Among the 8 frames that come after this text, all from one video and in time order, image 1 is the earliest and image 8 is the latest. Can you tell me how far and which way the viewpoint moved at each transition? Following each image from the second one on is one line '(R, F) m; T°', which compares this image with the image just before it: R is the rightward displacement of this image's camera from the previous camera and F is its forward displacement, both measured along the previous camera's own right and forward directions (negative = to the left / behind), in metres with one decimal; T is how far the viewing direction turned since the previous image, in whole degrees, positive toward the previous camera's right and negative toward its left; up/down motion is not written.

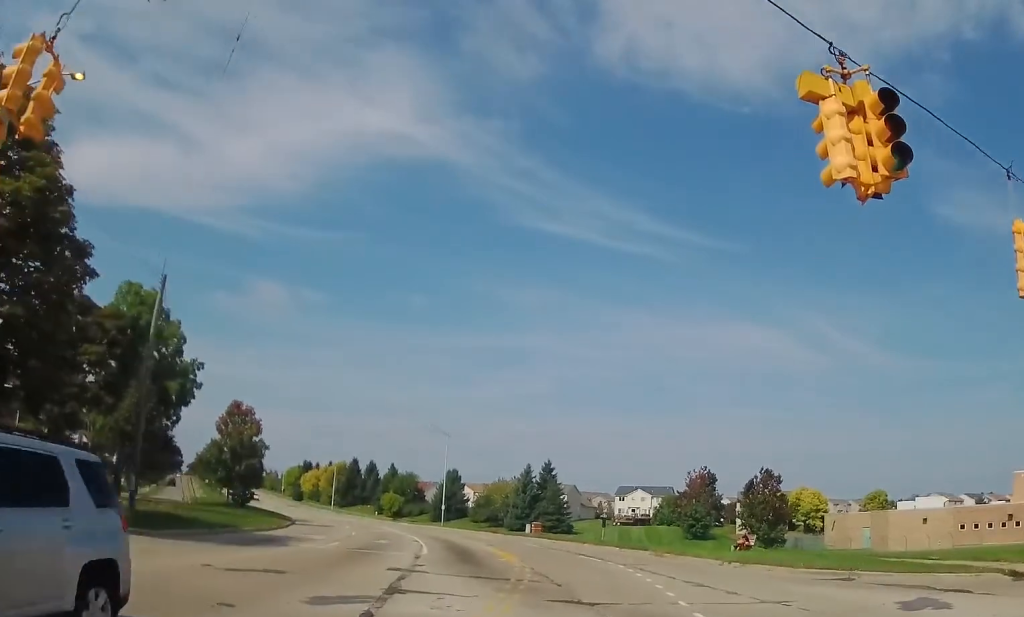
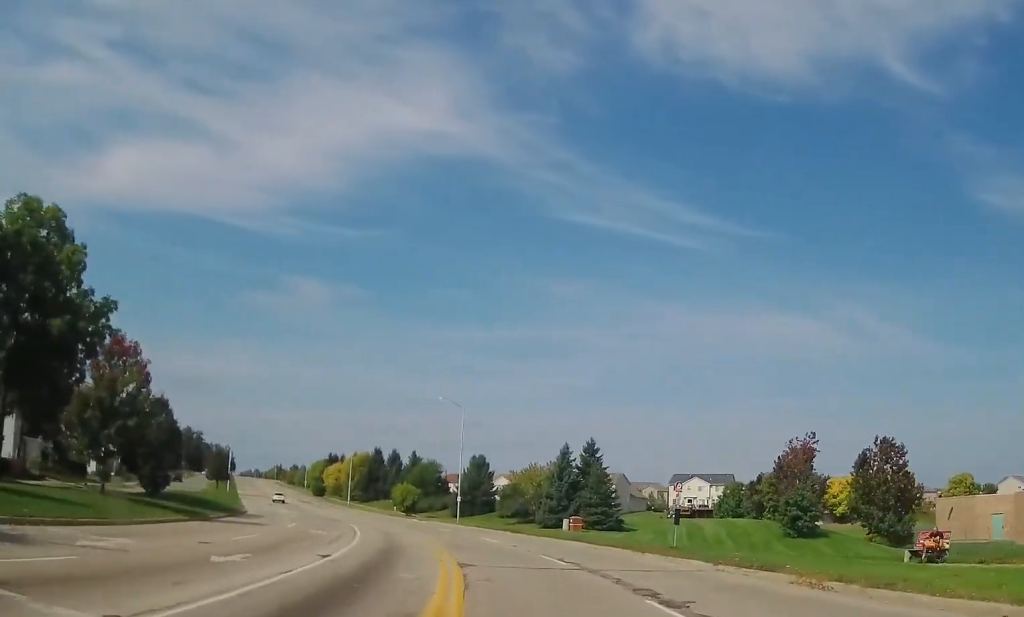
(-0.4, +17.8) m; -5°
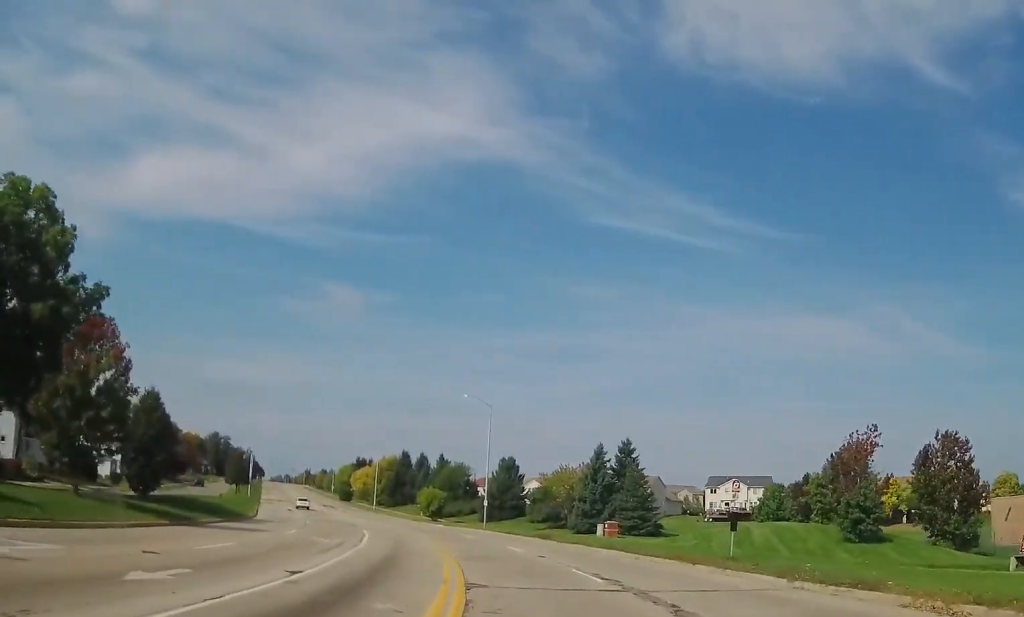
(-0.1, +4.5) m; -1°
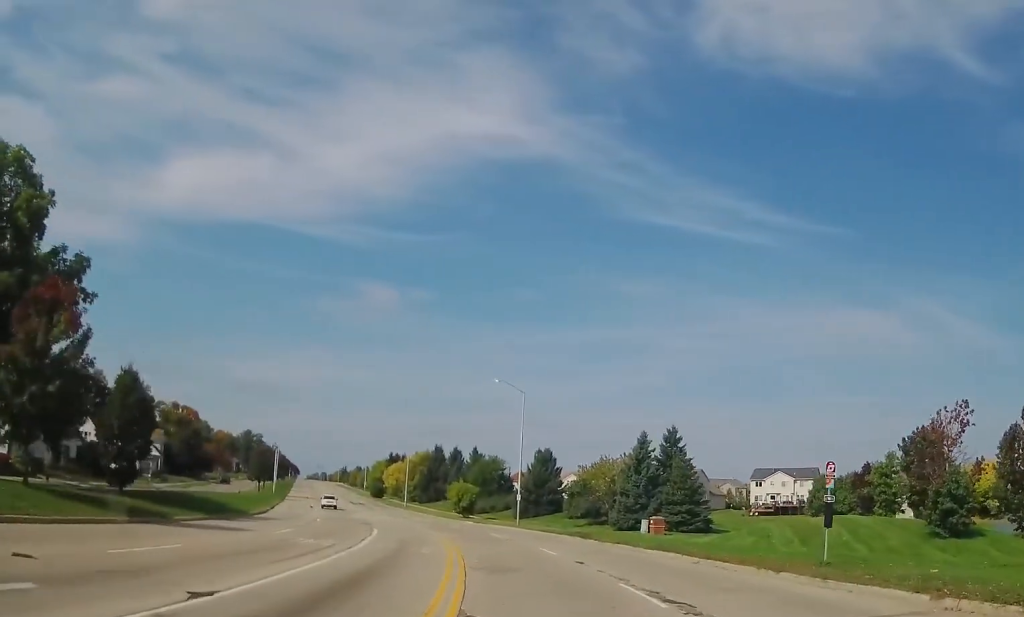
(-0.1, +5.6) m; -2°
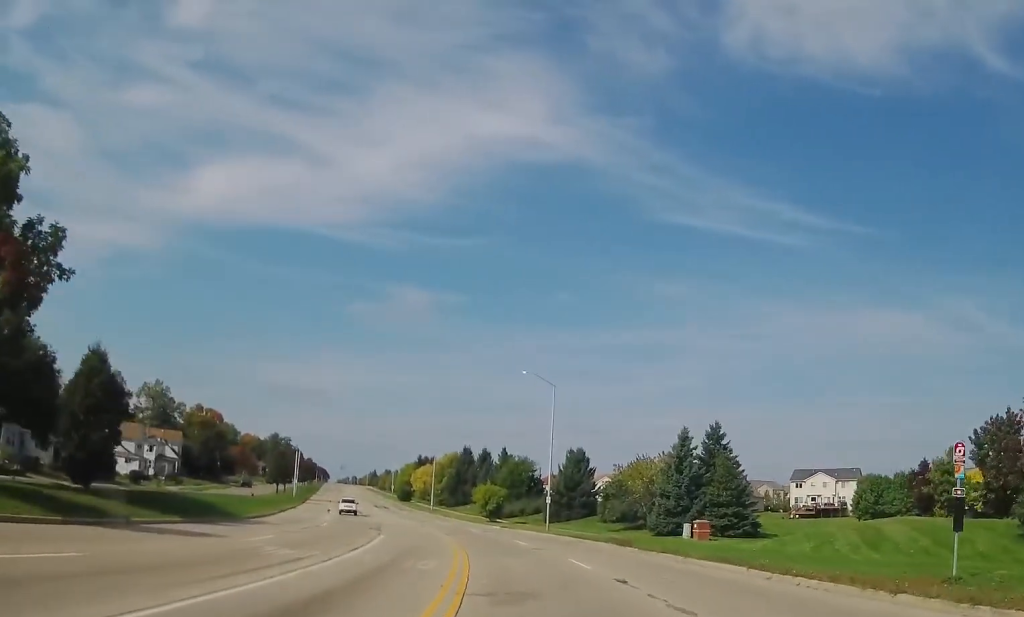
(-0.1, +5.4) m; -1°
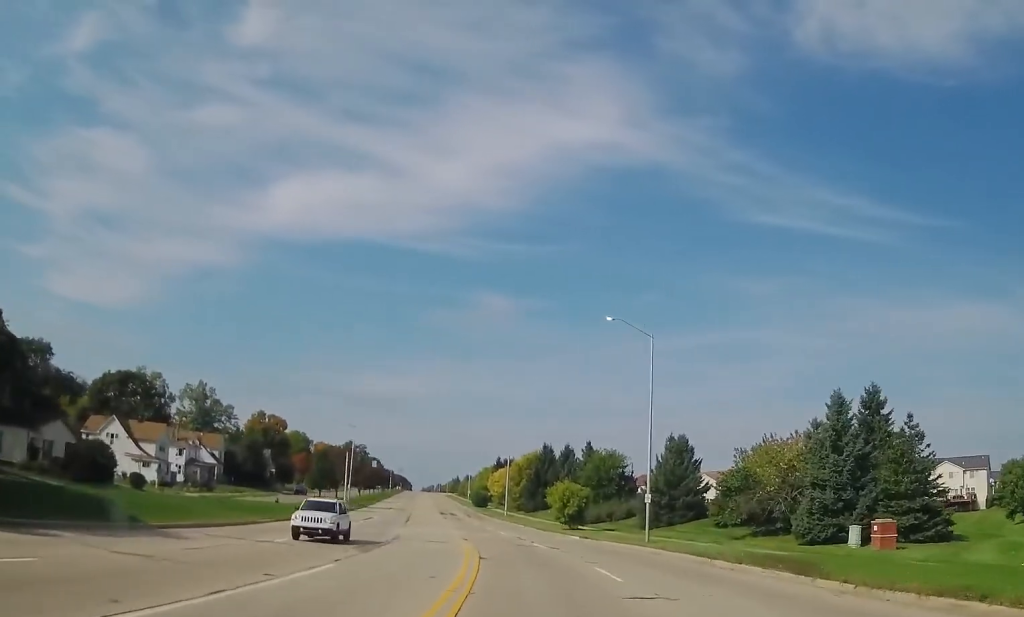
(-0.5, +17.8) m; -6°
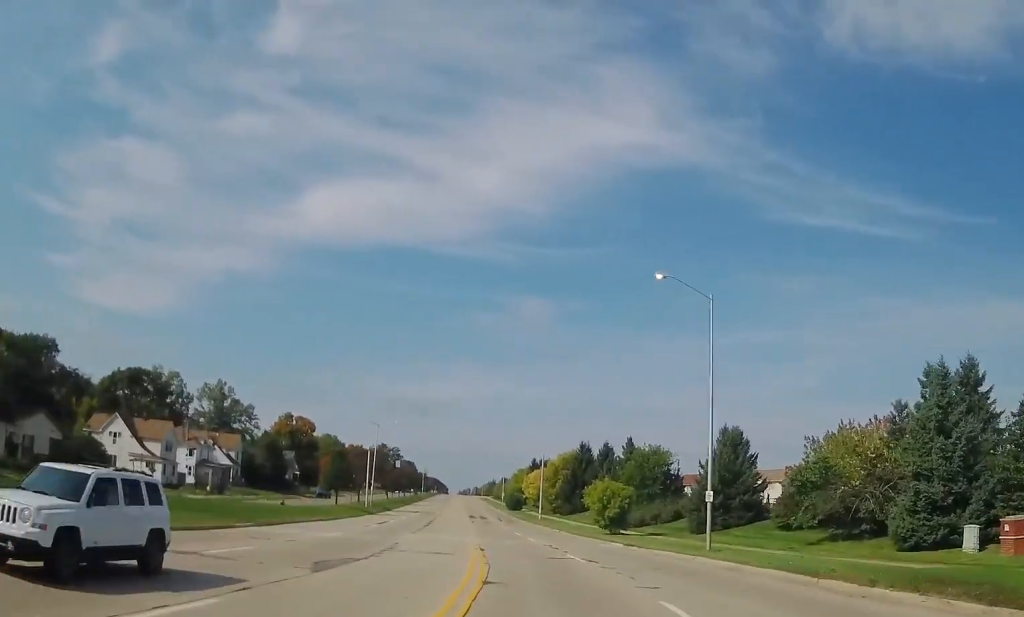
(-0.5, +8.4) m; -3°
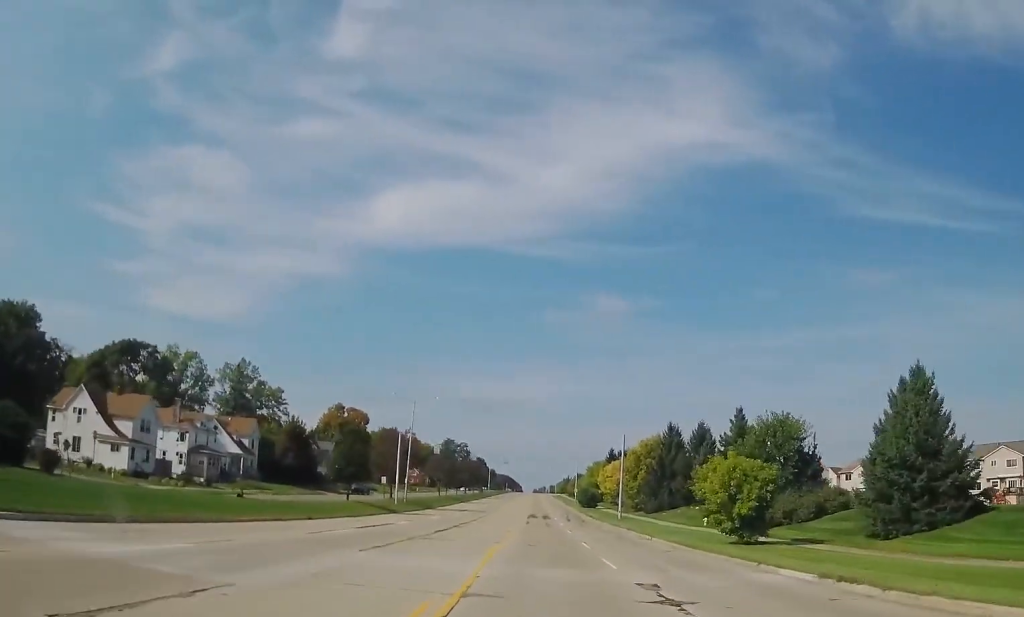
(-1.4, +23.7) m; -5°
